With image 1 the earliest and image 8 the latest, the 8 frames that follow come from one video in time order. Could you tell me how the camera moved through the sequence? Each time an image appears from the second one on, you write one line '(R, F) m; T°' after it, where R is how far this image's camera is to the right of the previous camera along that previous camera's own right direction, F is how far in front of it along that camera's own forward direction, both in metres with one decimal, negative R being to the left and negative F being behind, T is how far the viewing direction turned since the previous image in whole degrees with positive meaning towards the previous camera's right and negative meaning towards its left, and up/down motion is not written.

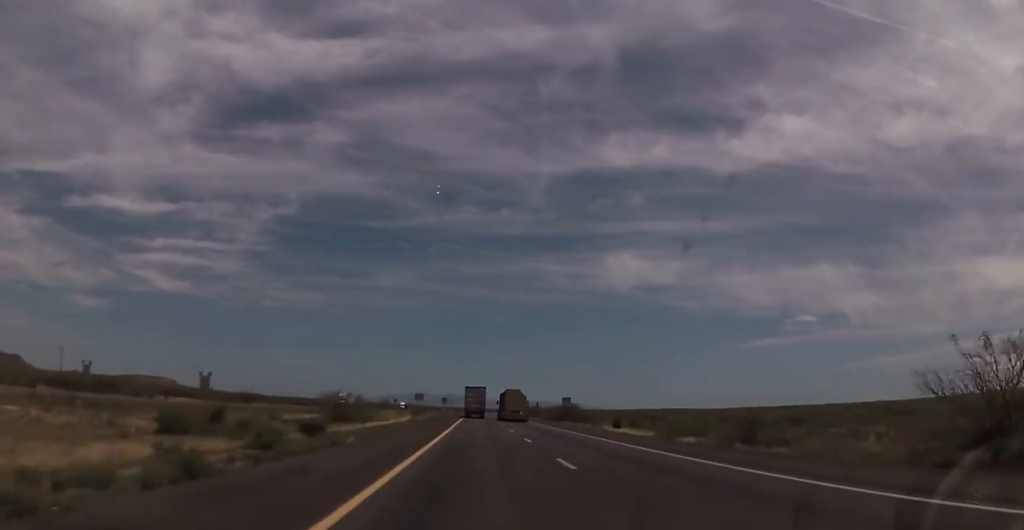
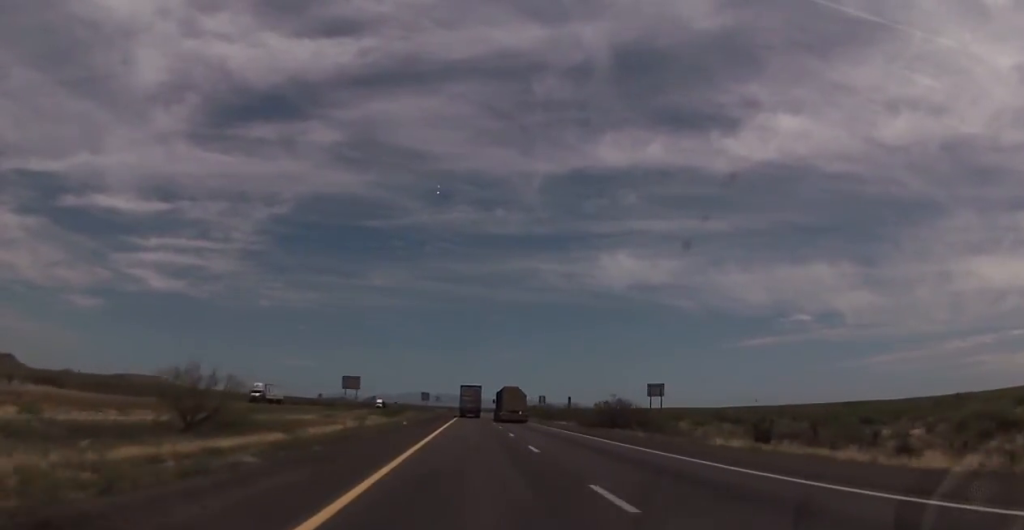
(+0.1, +42.9) m; 0°
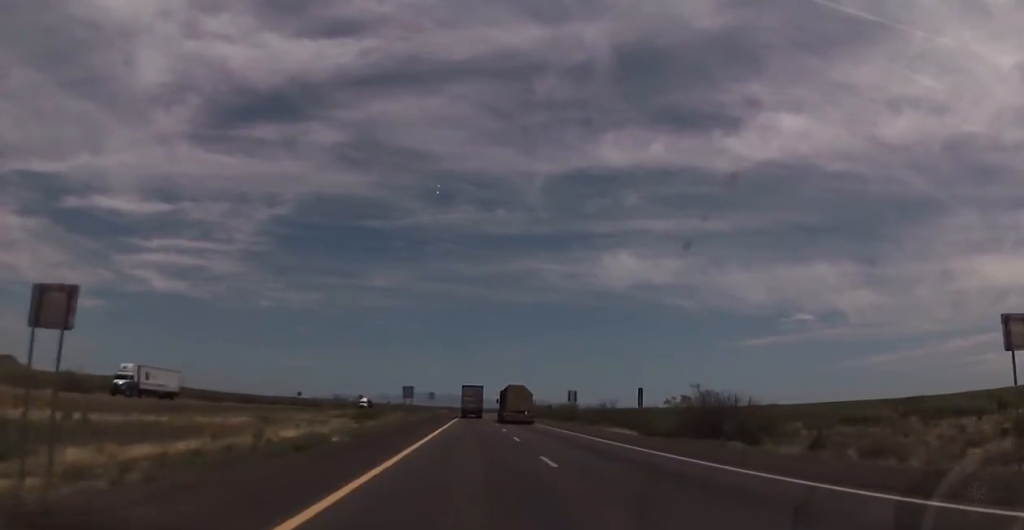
(+0.1, +29.5) m; 0°
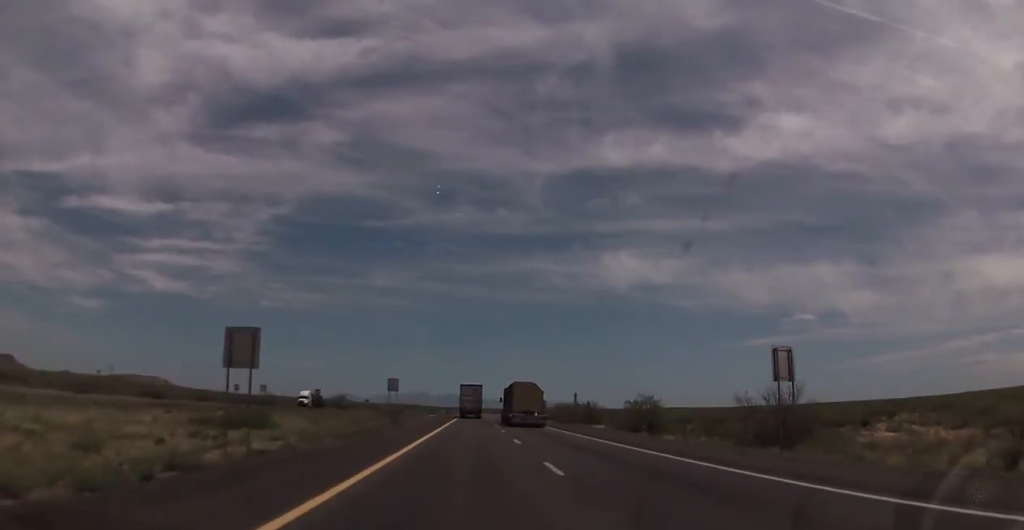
(0.0, +51.0) m; 0°
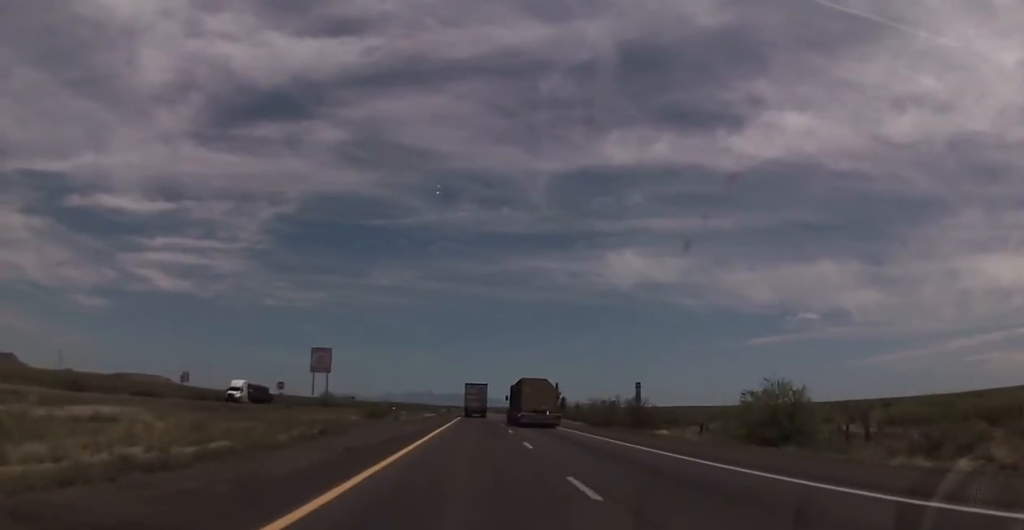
(0.0, +28.2) m; 0°
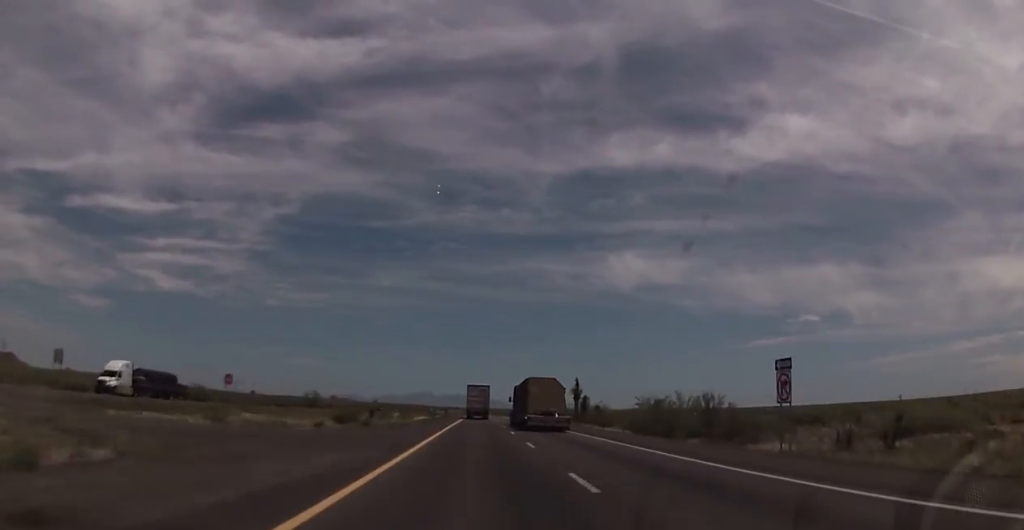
(0.0, +23.6) m; -1°
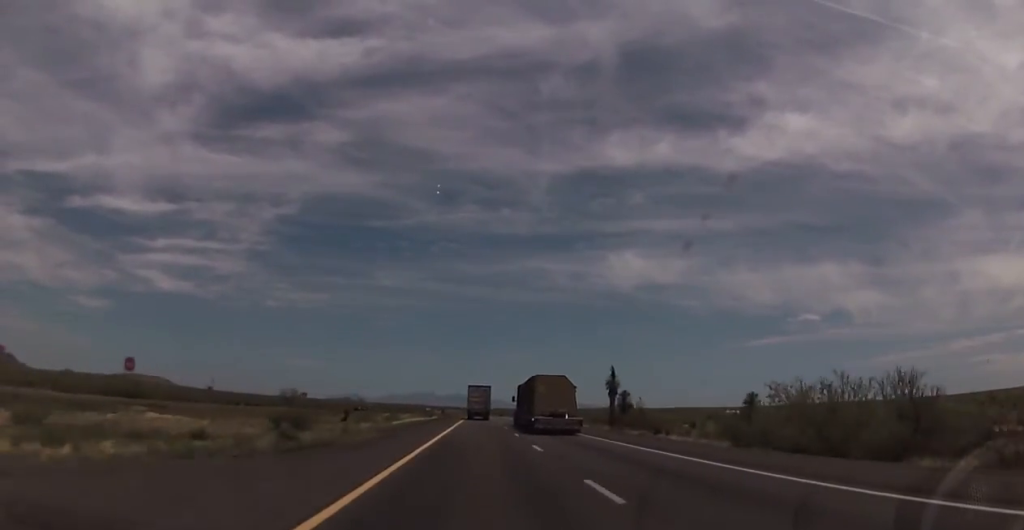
(-0.2, +25.7) m; 0°
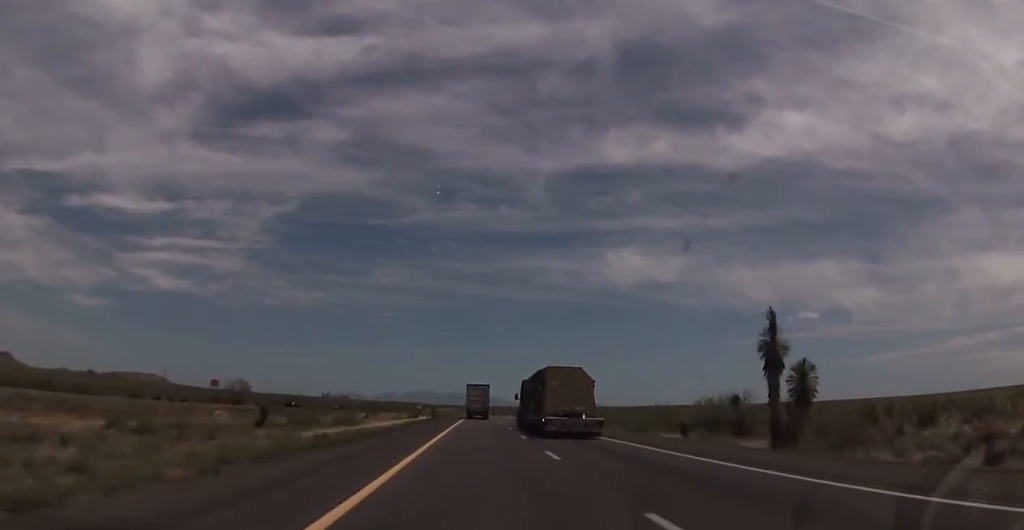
(0.0, +40.9) m; 0°
